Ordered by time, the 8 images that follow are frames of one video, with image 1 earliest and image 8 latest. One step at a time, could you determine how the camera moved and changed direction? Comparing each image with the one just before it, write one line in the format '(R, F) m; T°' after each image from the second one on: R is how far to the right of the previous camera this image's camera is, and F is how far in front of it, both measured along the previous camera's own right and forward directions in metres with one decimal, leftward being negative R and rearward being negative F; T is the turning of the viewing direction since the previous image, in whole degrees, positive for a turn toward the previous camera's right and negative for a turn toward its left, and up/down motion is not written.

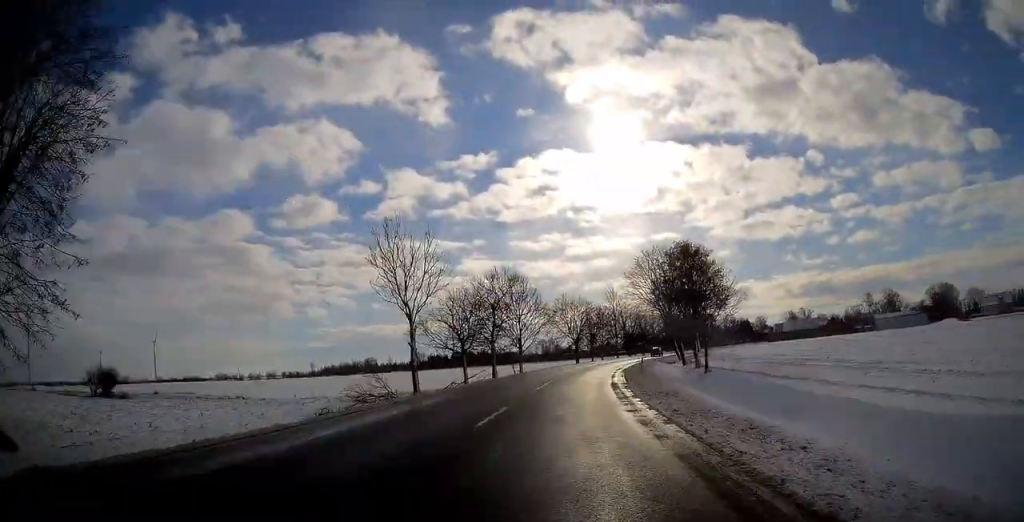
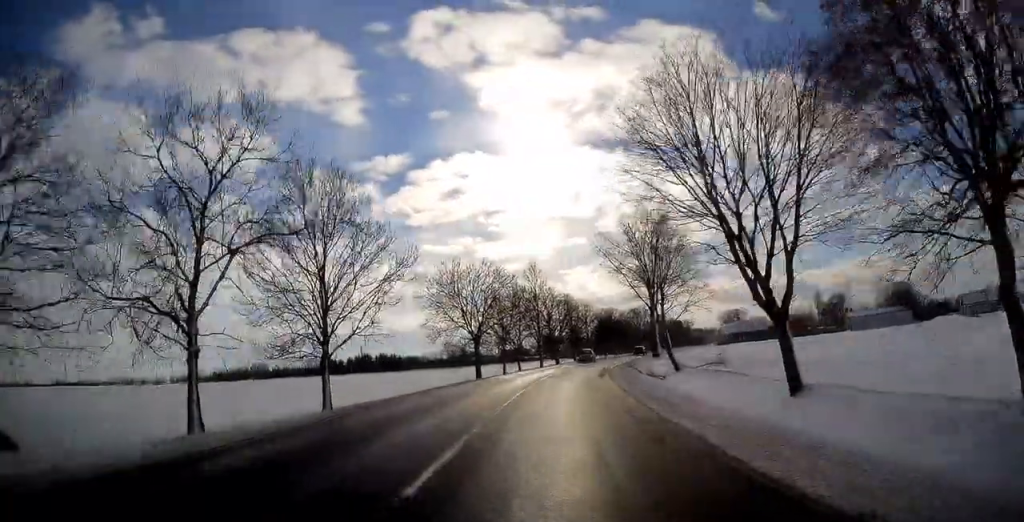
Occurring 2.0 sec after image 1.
(+2.7, +40.8) m; +7°
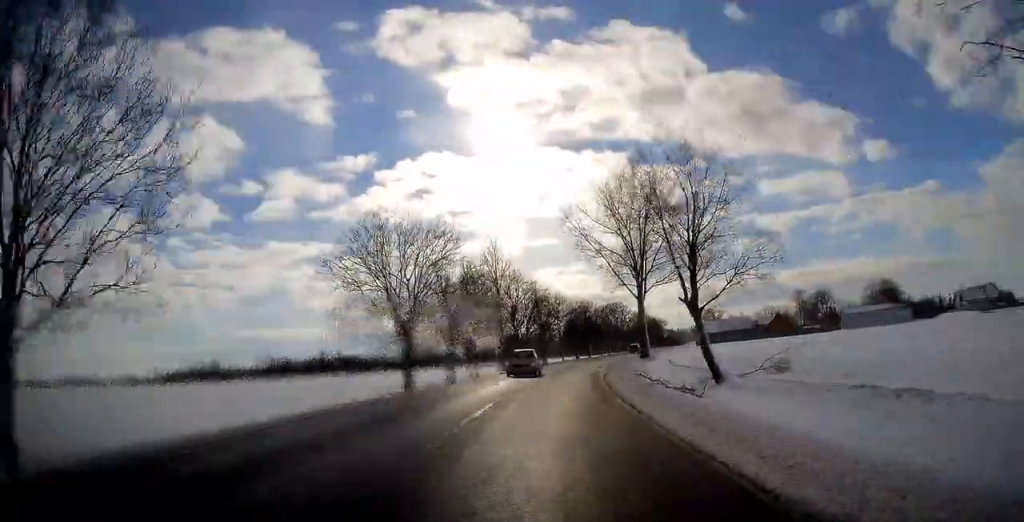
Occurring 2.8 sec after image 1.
(+0.8, +16.7) m; +3°
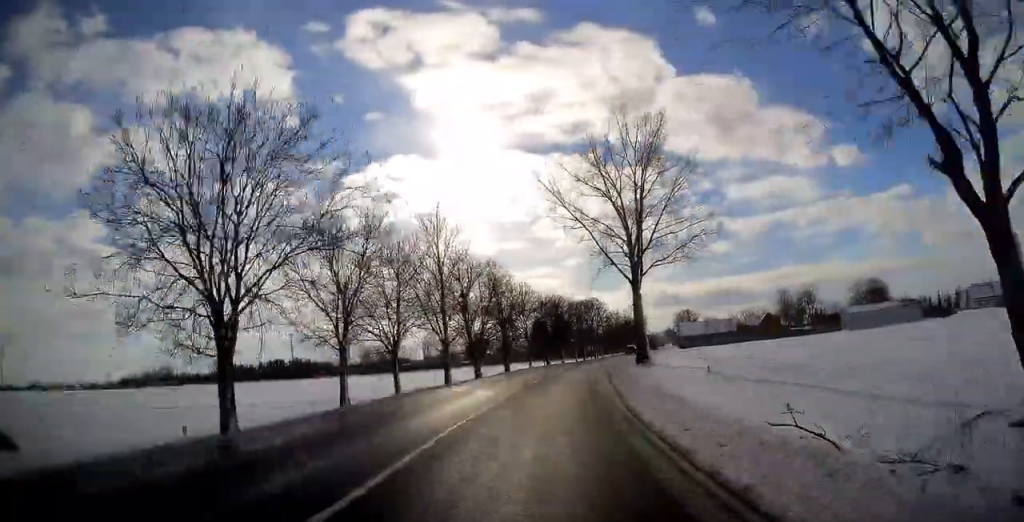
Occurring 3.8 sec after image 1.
(+0.4, +19.8) m; +3°
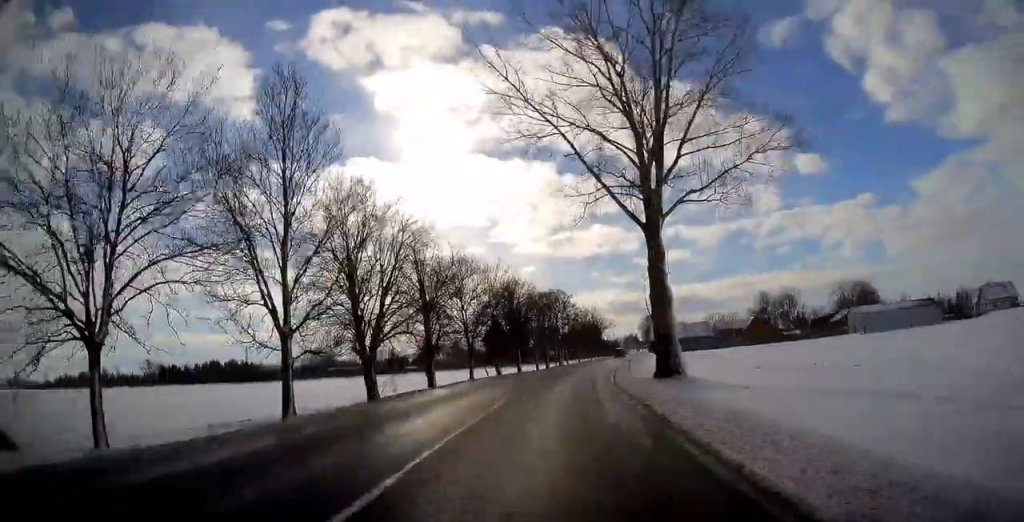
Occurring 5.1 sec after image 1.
(+1.0, +25.1) m; +4°
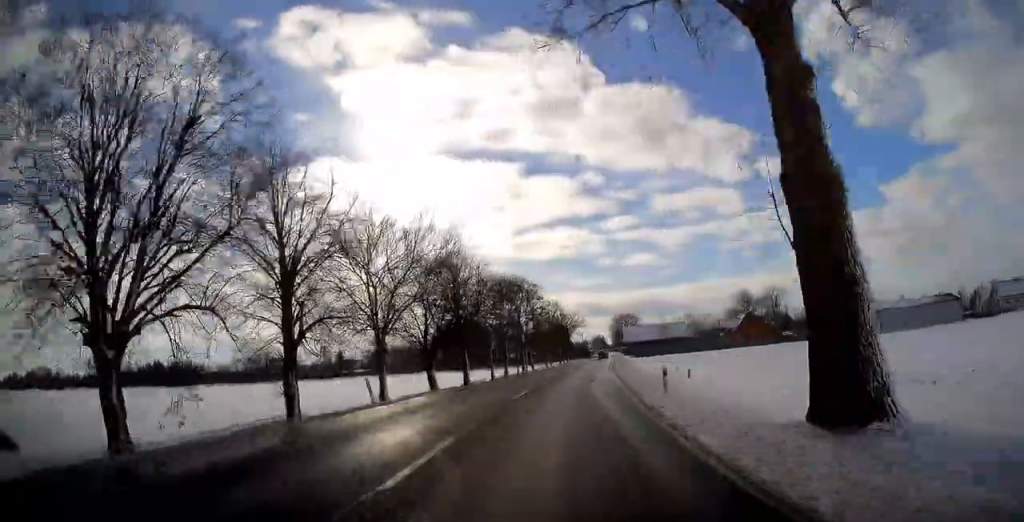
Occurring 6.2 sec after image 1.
(+0.6, +20.1) m; +3°
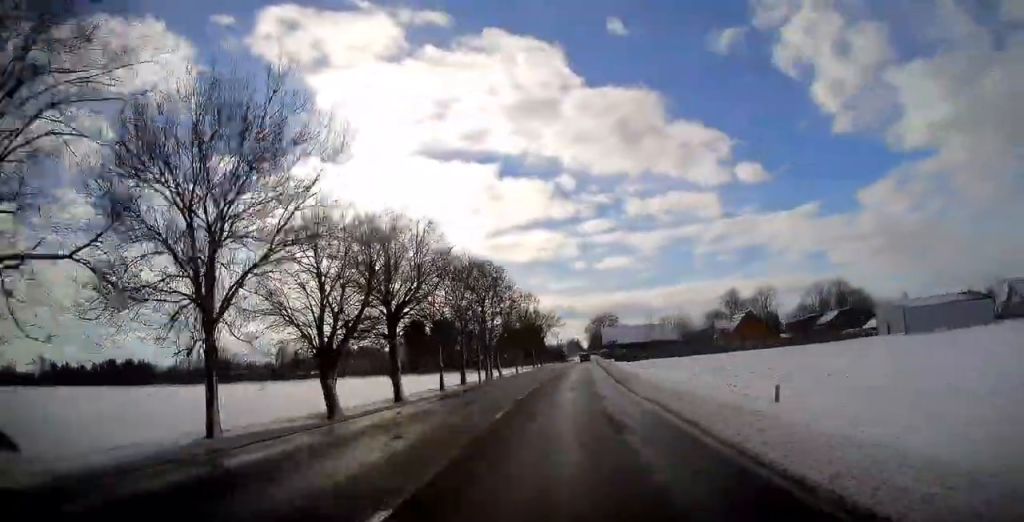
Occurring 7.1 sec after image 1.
(+0.4, +16.8) m; +2°
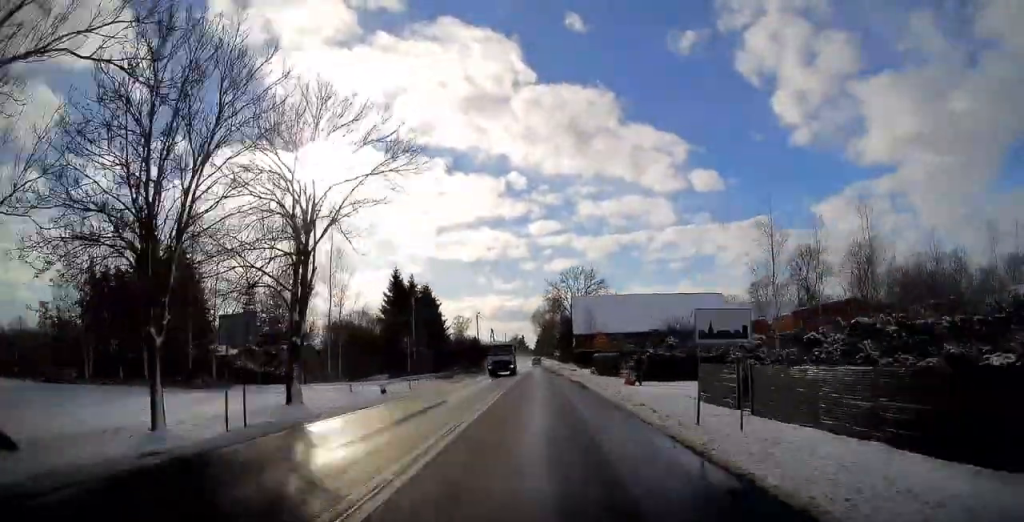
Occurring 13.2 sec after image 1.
(+7.4, +106.5) m; +5°
